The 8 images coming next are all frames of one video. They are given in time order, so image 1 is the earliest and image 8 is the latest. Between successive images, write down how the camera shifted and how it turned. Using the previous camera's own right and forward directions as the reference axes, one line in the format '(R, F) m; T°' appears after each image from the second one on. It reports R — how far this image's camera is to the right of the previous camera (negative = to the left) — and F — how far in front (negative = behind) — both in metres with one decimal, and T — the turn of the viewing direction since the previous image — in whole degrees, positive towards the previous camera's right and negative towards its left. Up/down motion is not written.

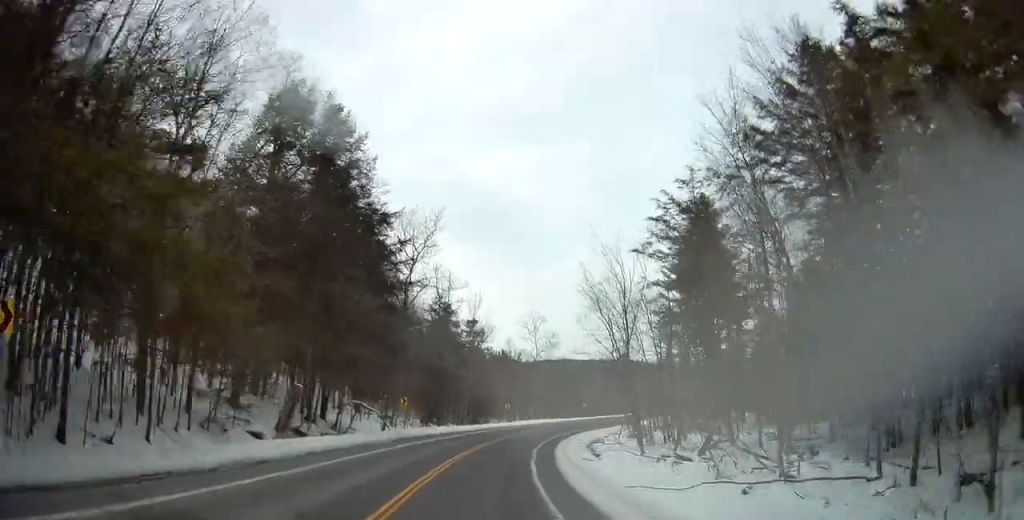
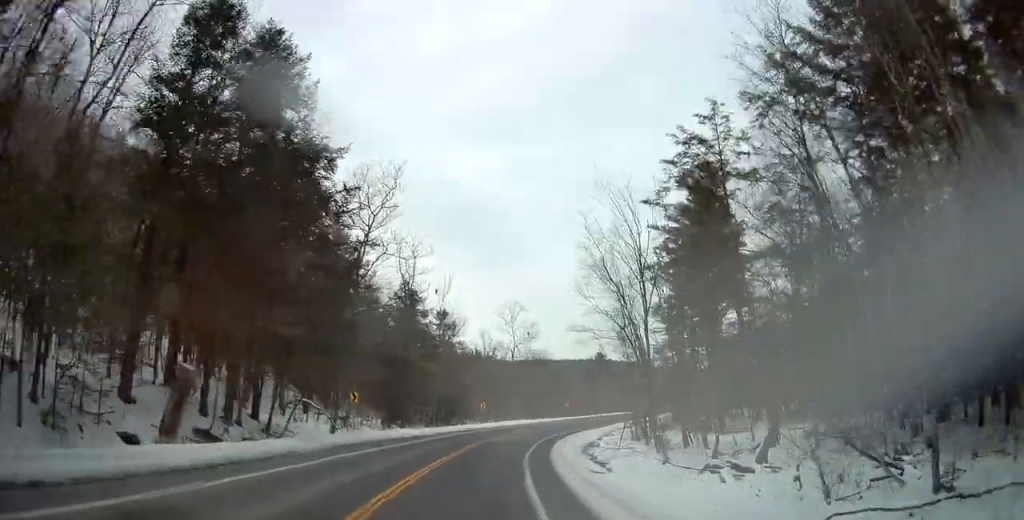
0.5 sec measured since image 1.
(-0.1, +9.5) m; +2°
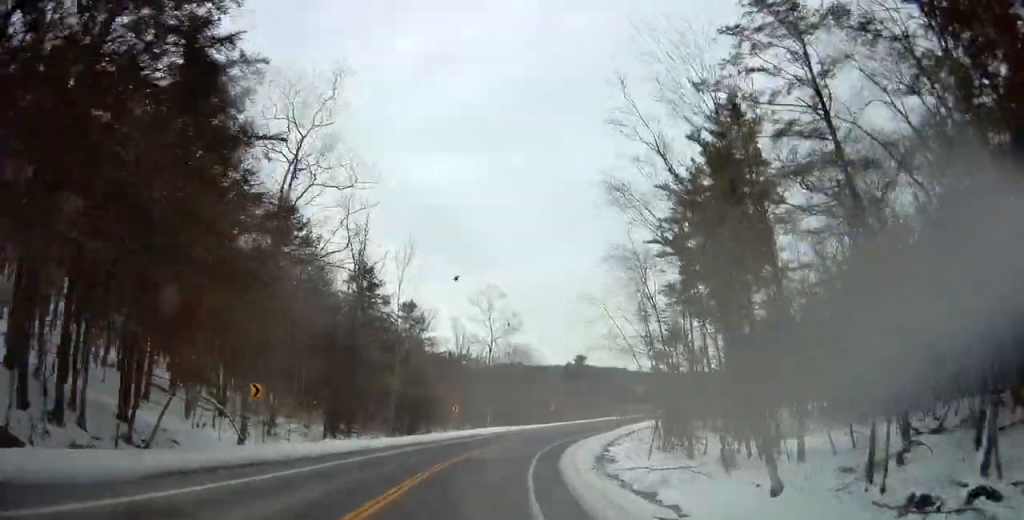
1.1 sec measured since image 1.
(+0.8, +13.0) m; +3°
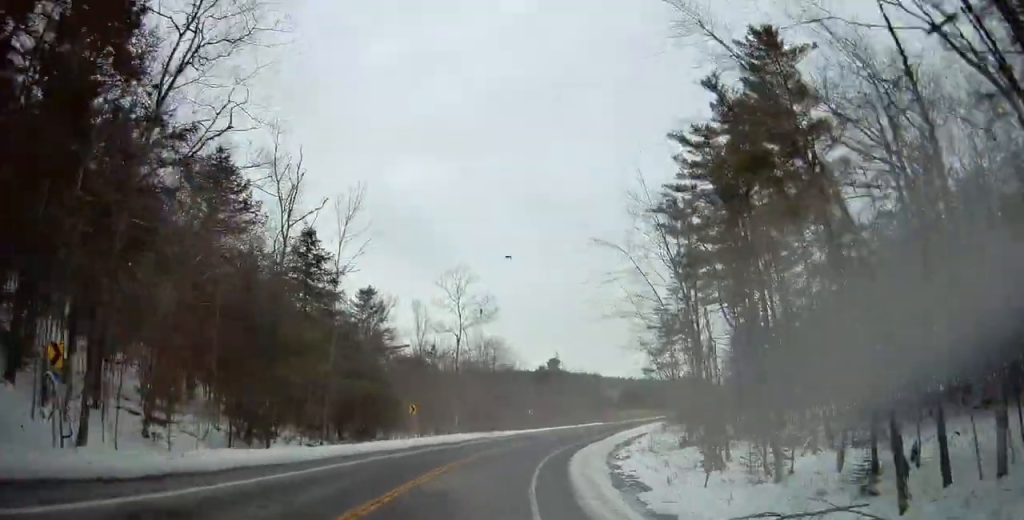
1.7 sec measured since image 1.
(+0.3, +11.7) m; +3°
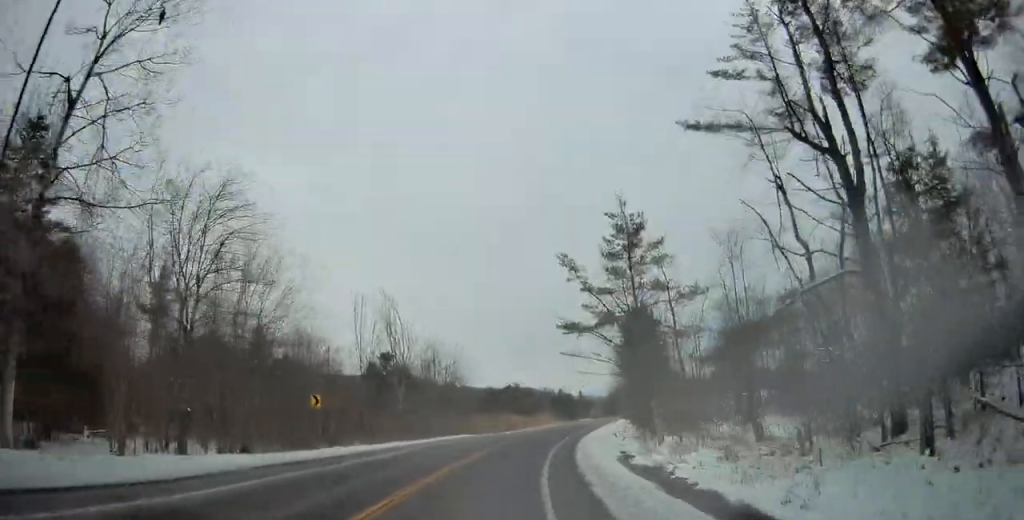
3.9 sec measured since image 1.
(+5.8, +45.2) m; +17°
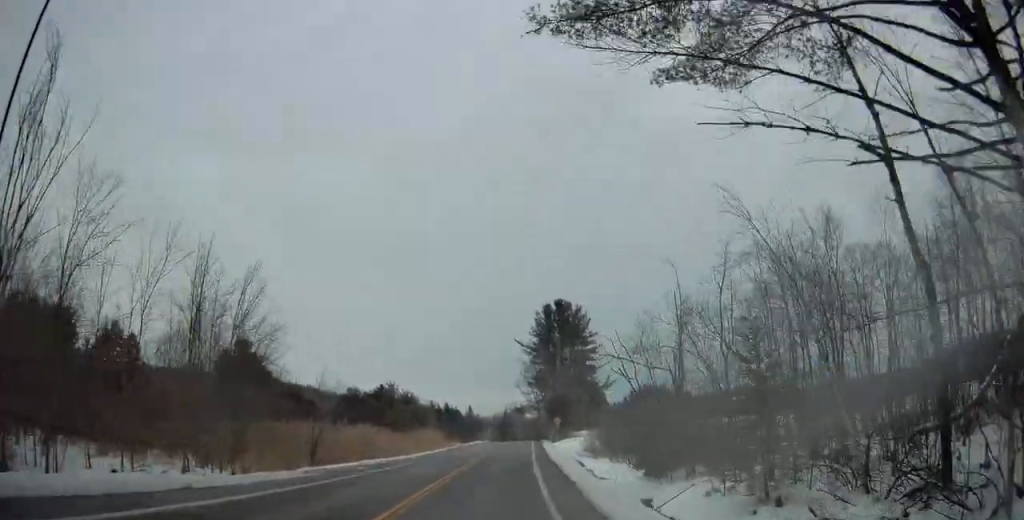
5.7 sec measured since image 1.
(+3.7, +35.3) m; +11°
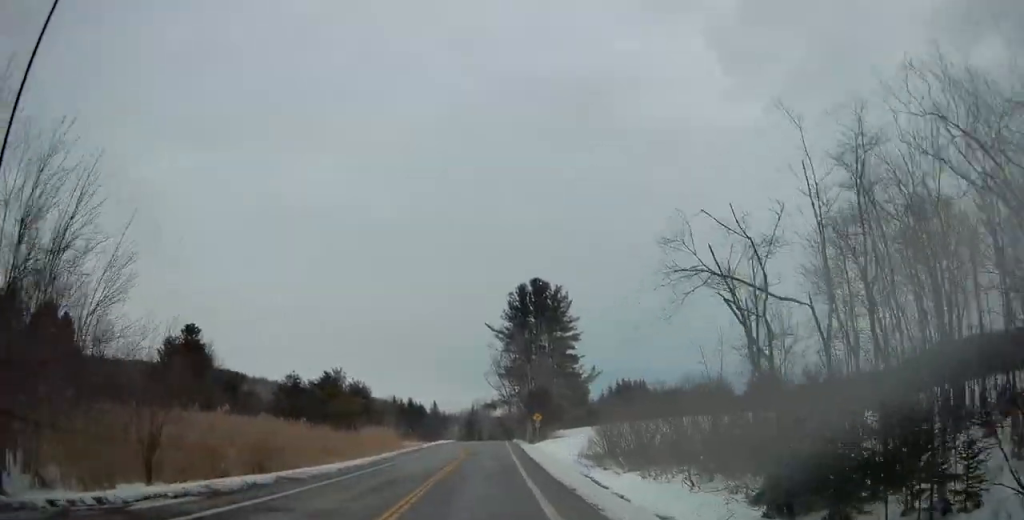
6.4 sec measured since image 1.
(+0.4, +14.6) m; +4°
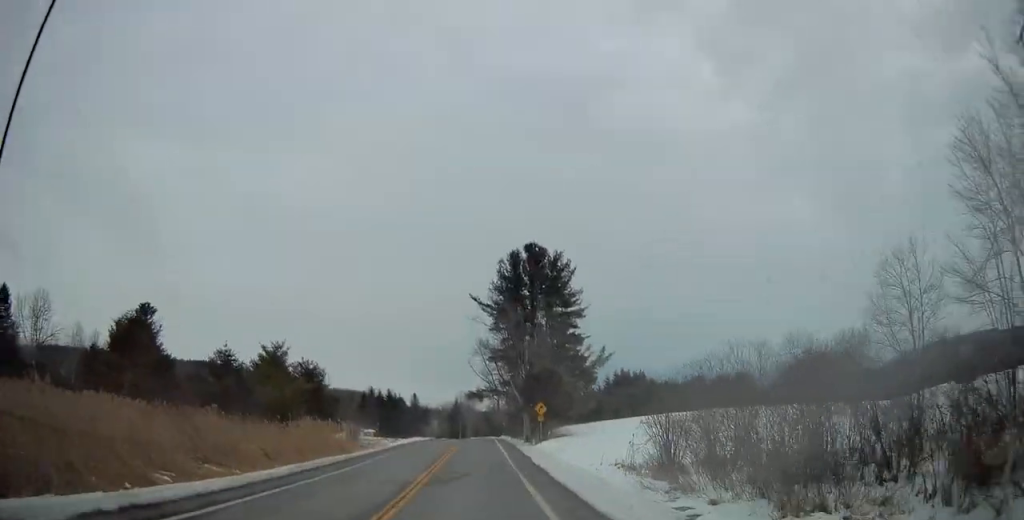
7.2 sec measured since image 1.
(+0.6, +17.0) m; +3°
